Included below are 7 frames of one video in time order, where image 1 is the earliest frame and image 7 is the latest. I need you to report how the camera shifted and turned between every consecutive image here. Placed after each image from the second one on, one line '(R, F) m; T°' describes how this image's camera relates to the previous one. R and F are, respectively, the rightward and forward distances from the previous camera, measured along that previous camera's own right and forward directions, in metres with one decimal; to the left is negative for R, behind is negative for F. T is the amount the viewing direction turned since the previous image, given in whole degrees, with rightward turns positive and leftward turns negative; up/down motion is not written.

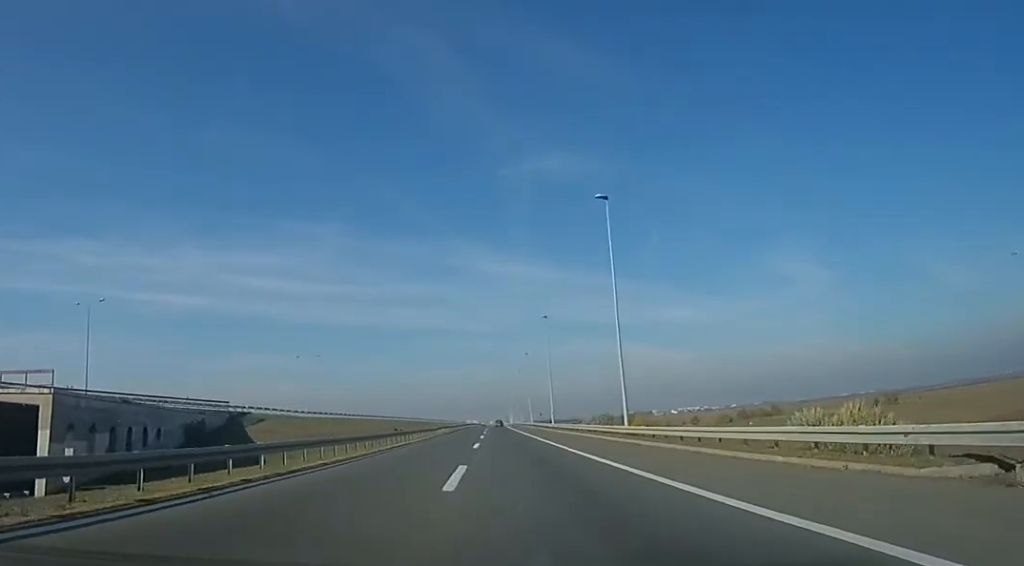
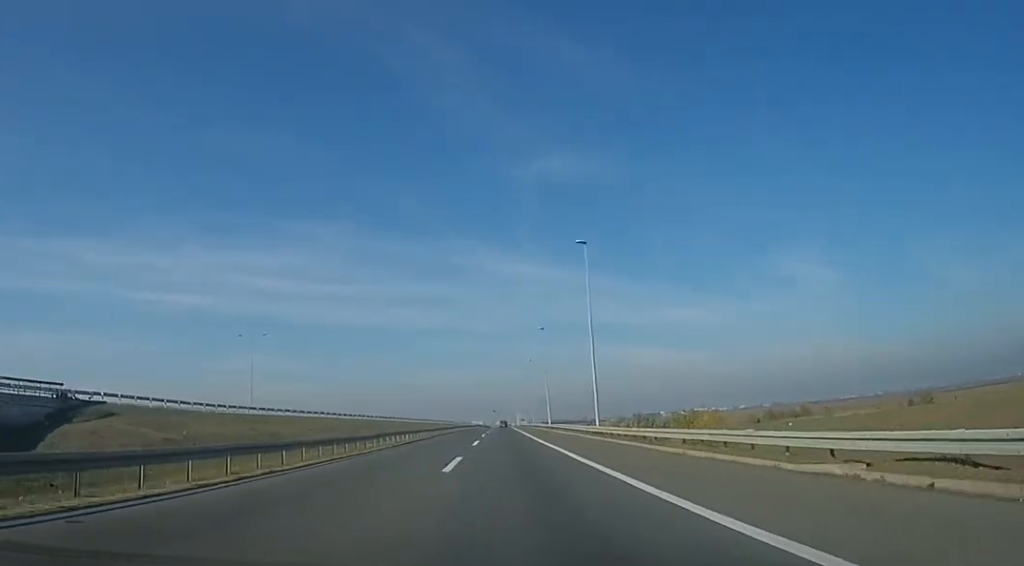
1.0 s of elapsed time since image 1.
(+0.6, +31.2) m; -1°
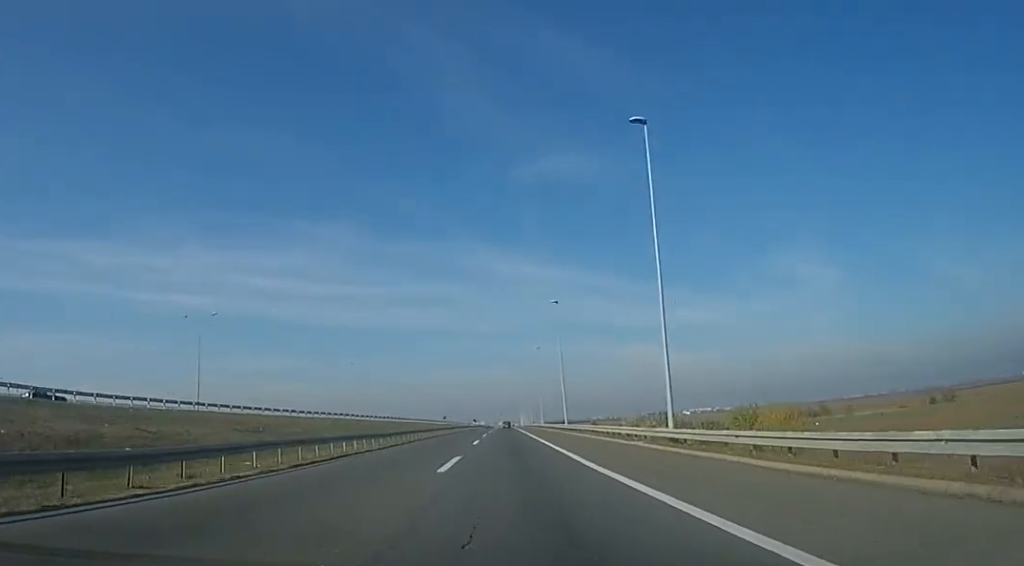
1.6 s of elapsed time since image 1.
(-0.5, +18.2) m; -1°
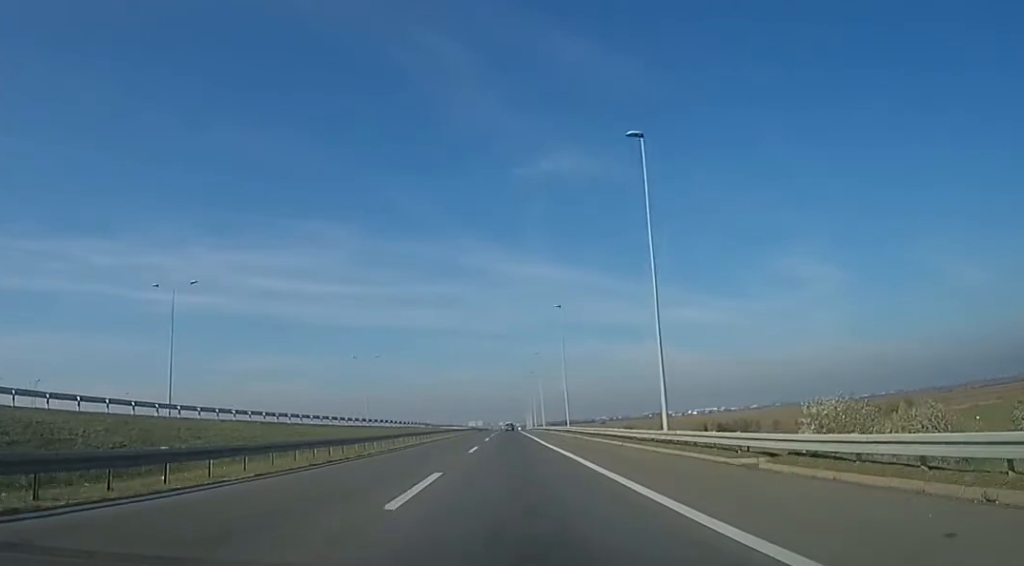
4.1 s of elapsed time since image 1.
(-1.2, +78.6) m; 0°
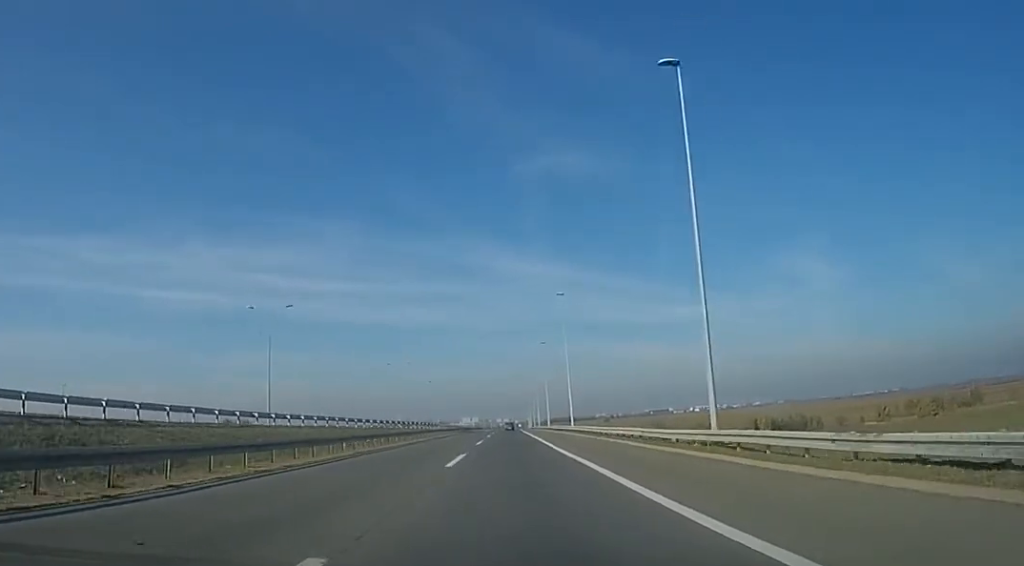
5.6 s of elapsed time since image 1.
(+1.7, +45.6) m; +1°
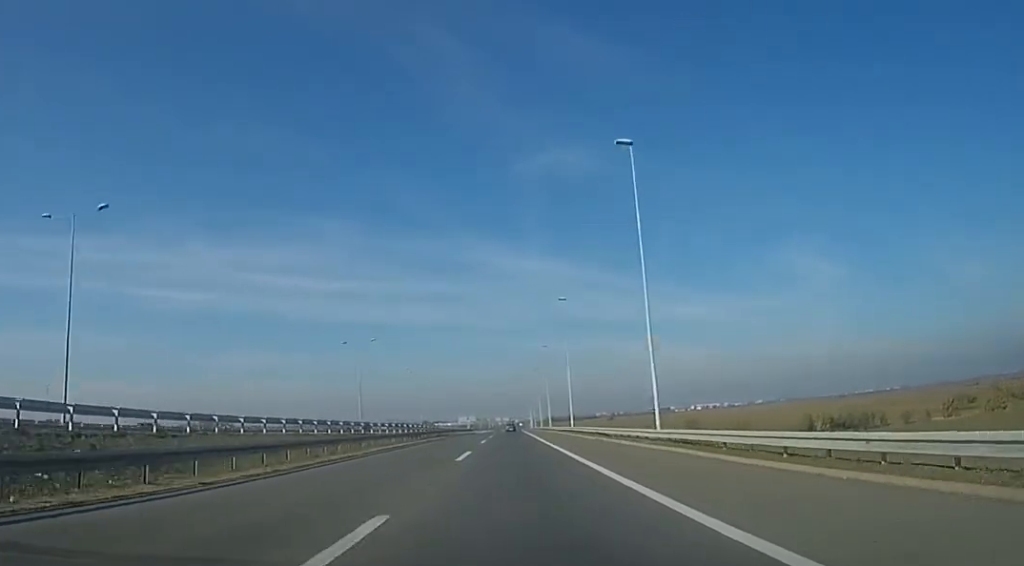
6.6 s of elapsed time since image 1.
(-0.5, +32.8) m; -1°
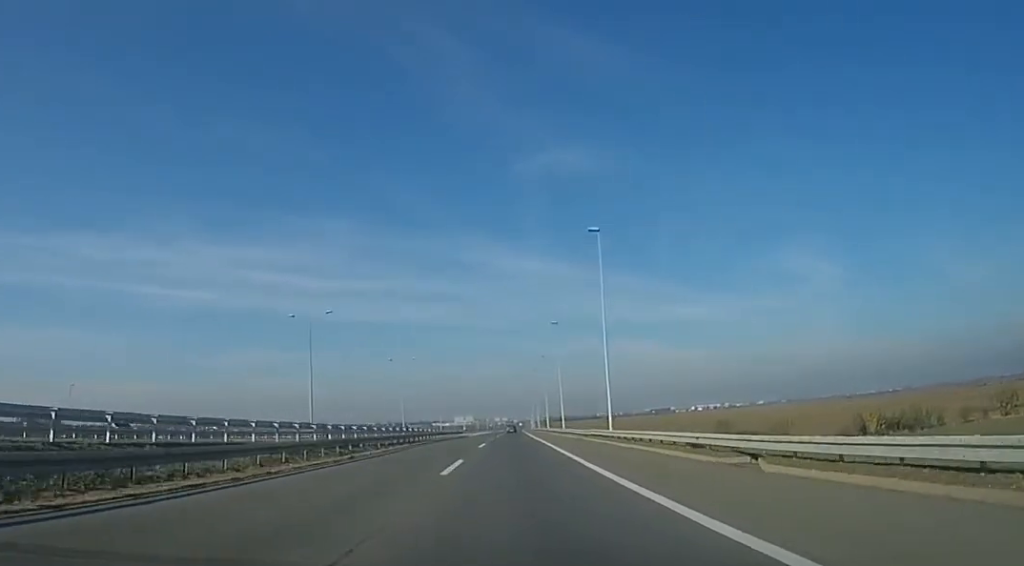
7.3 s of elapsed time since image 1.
(0.0, +22.4) m; 0°
